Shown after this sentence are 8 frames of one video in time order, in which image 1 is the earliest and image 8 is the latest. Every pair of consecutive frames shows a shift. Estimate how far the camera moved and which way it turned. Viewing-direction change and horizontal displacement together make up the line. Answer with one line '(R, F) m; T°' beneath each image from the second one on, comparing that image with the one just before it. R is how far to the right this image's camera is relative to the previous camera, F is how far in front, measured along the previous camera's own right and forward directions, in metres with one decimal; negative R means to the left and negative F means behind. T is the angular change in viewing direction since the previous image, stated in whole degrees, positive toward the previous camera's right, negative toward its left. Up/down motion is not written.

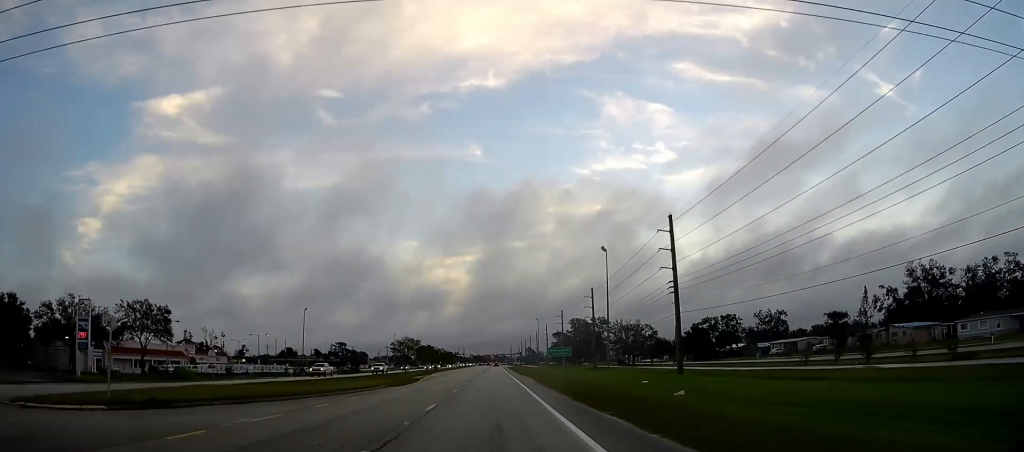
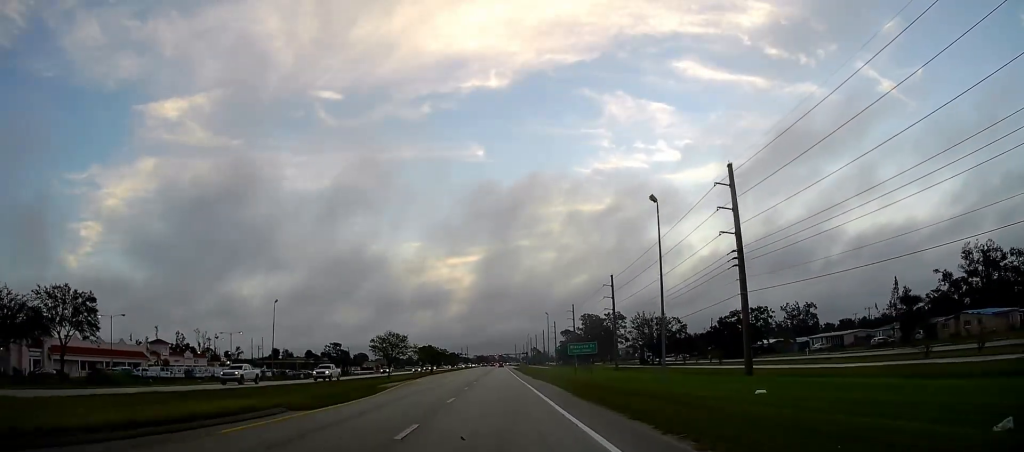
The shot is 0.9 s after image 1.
(0.0, +19.1) m; 0°
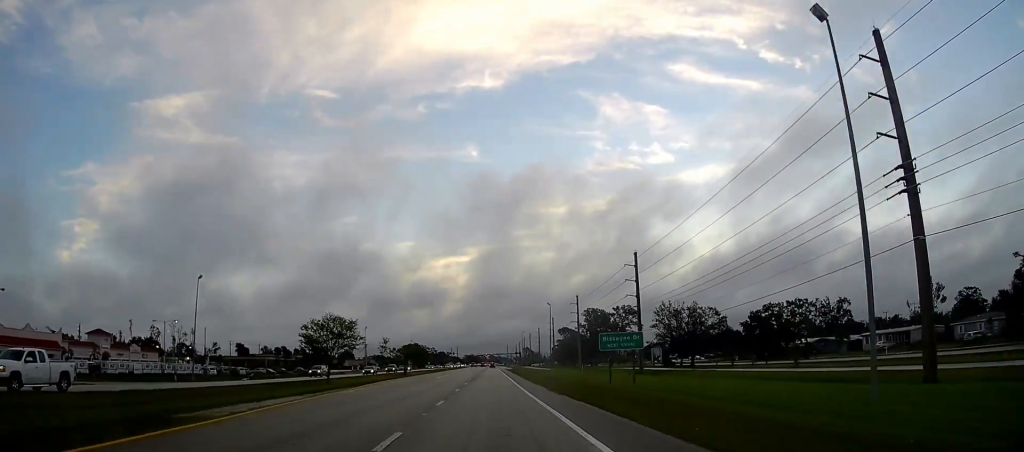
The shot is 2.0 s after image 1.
(0.0, +25.7) m; 0°
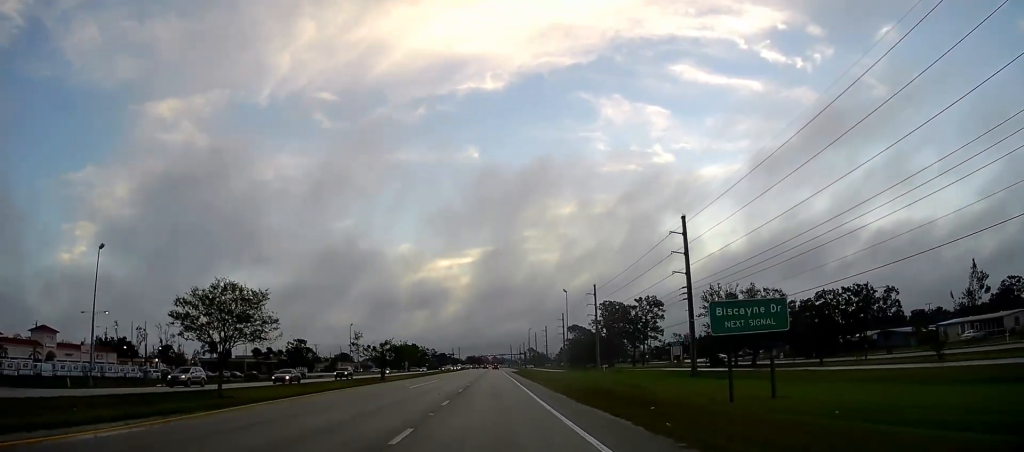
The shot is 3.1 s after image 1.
(-0.1, +23.0) m; 0°
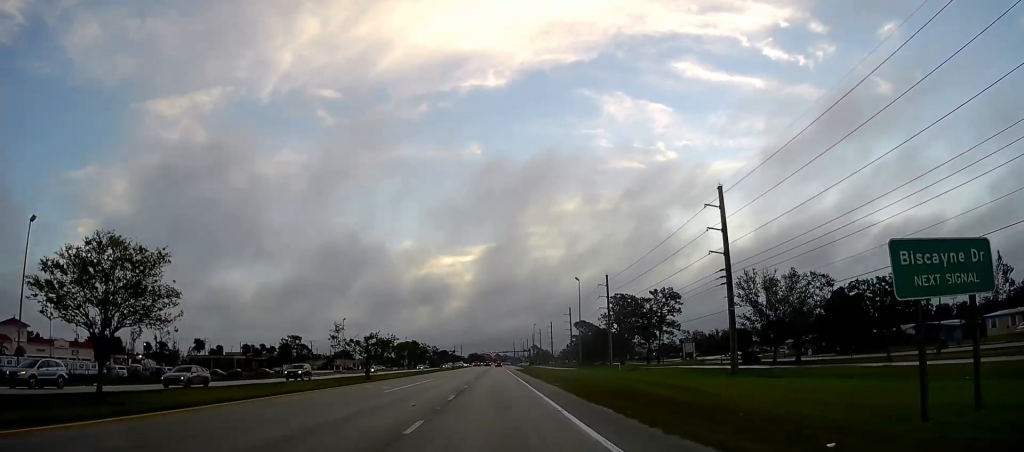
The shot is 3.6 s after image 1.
(0.0, +11.2) m; 0°
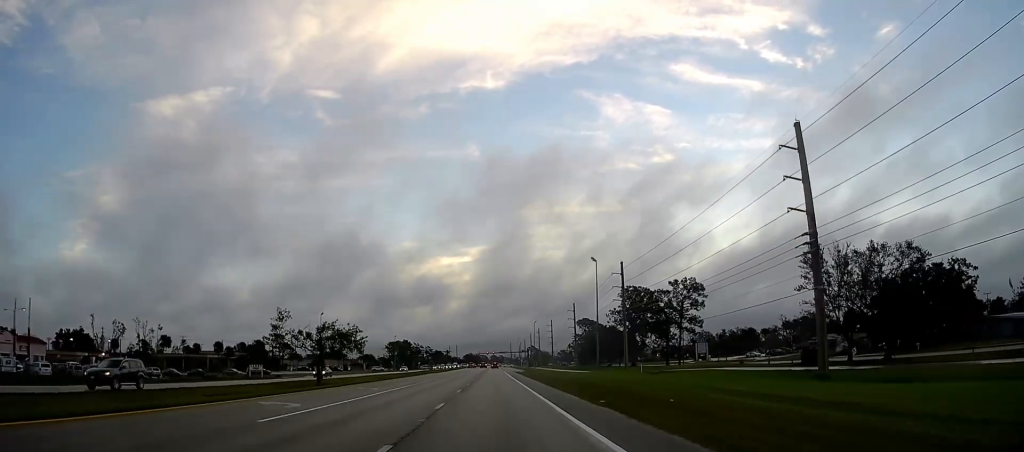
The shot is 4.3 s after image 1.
(0.0, +17.2) m; 0°
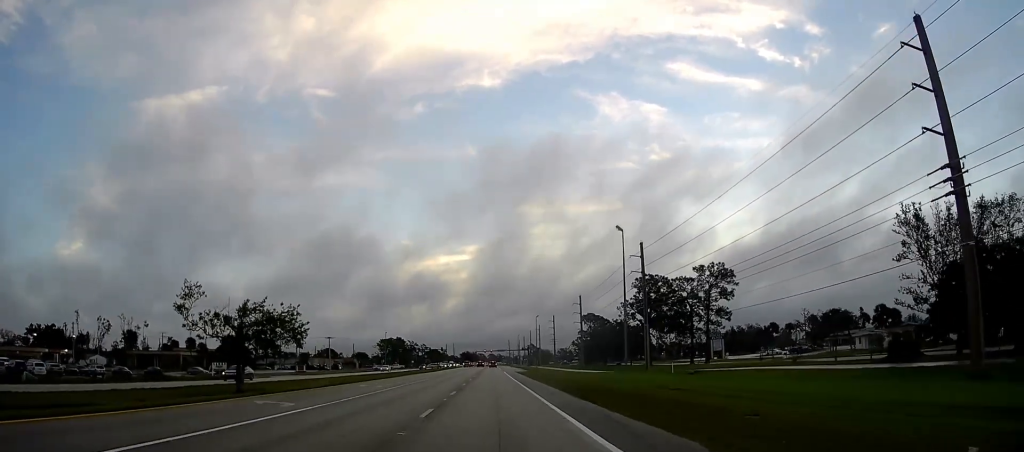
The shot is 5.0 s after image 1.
(0.0, +15.7) m; 0°
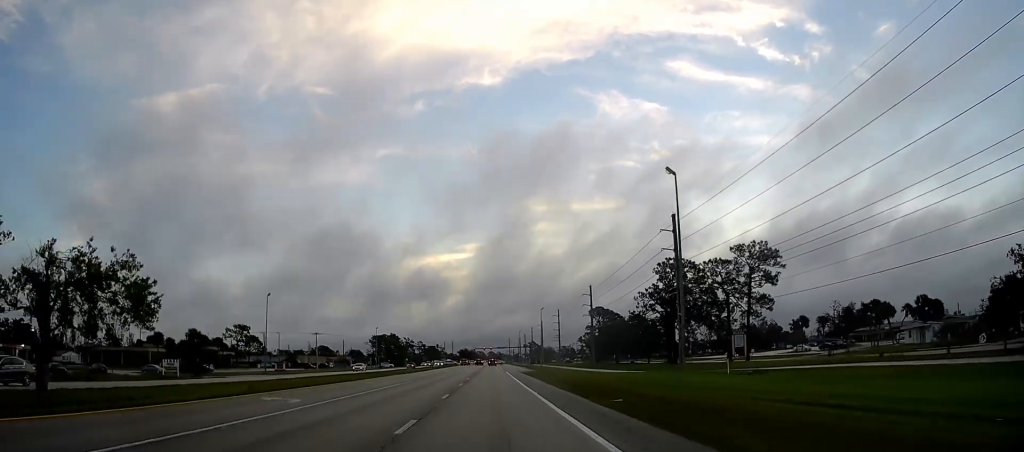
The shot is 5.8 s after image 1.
(0.0, +17.2) m; 0°
